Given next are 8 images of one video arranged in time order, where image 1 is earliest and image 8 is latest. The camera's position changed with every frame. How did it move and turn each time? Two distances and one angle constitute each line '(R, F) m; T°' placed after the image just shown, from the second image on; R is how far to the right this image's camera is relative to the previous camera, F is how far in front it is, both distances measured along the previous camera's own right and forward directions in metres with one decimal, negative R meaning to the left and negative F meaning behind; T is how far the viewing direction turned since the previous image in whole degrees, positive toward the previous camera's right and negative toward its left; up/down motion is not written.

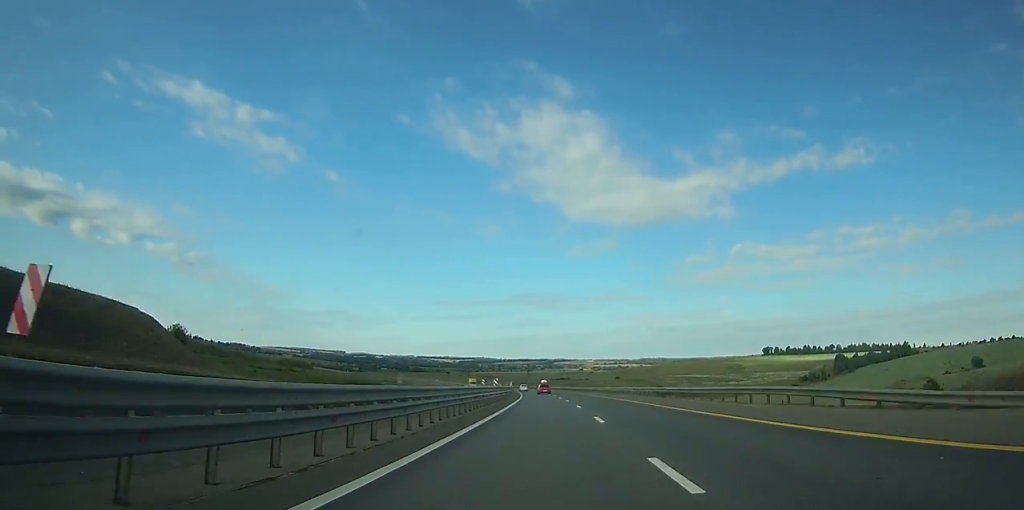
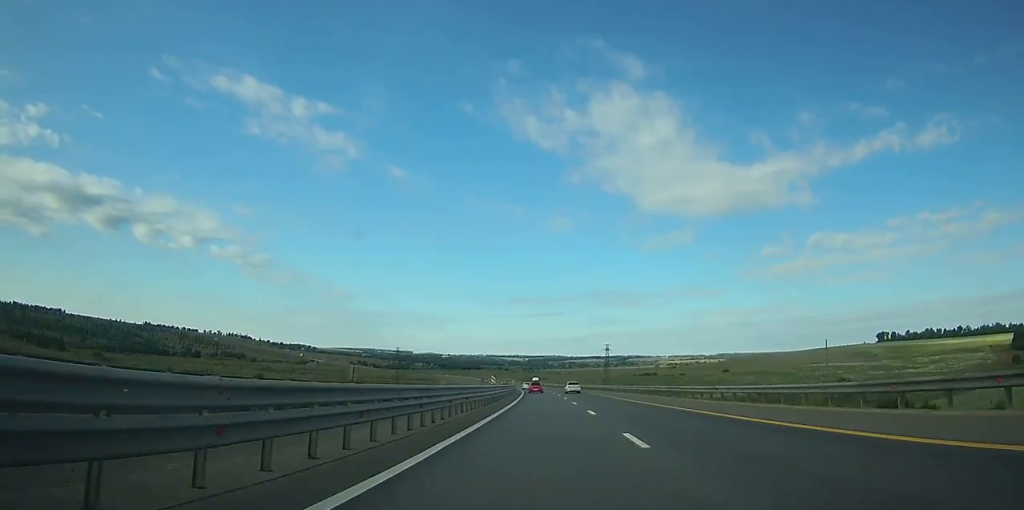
(-9.7, +155.6) m; -7°
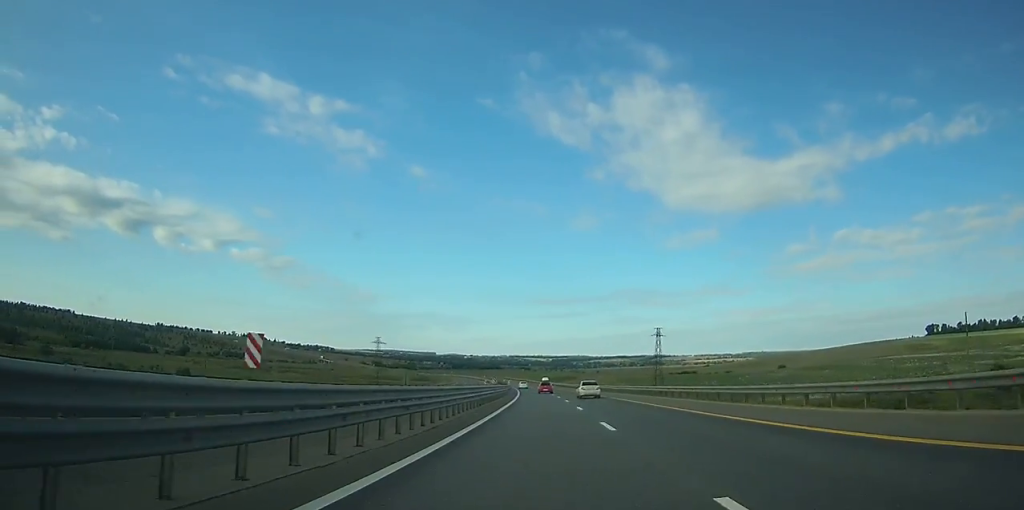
(-1.3, +63.0) m; -3°
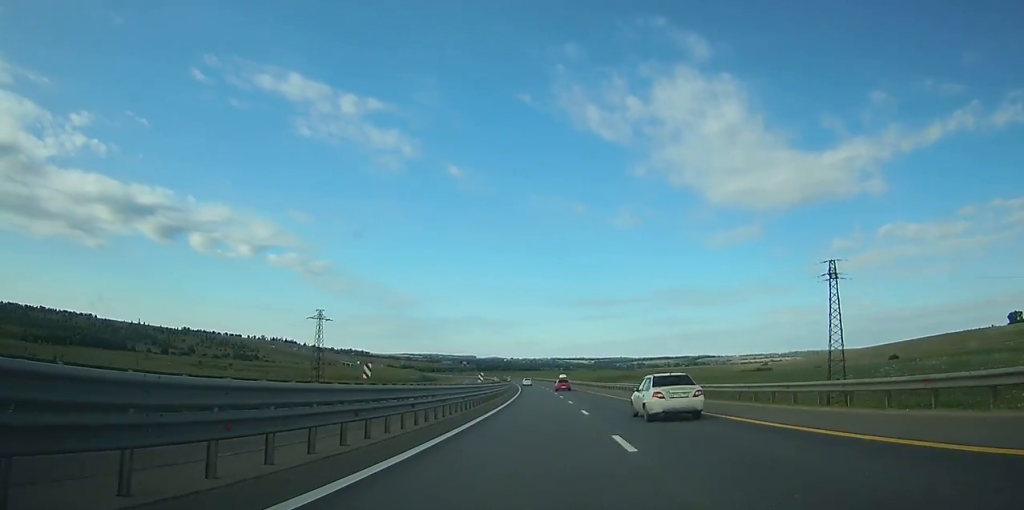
(-2.2, +81.8) m; -3°
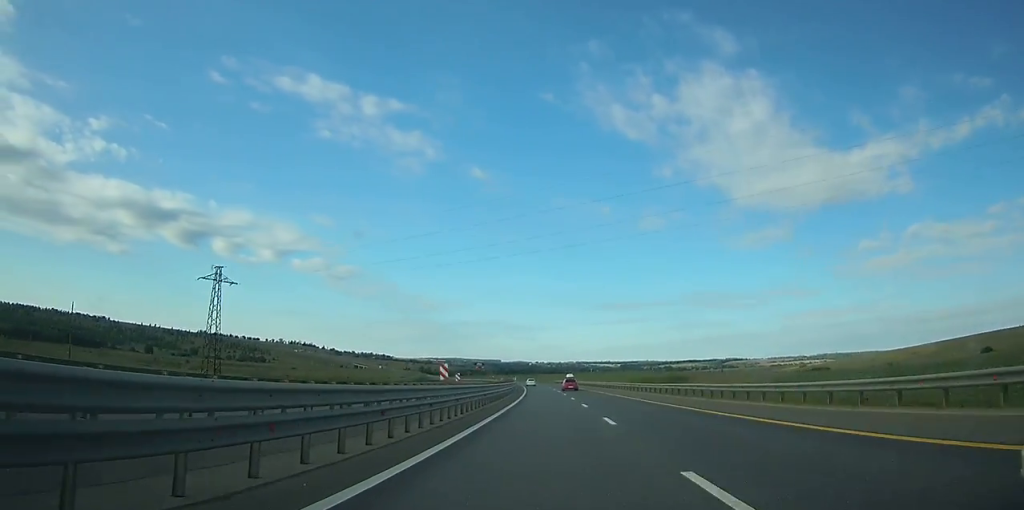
(-1.3, +53.2) m; -2°
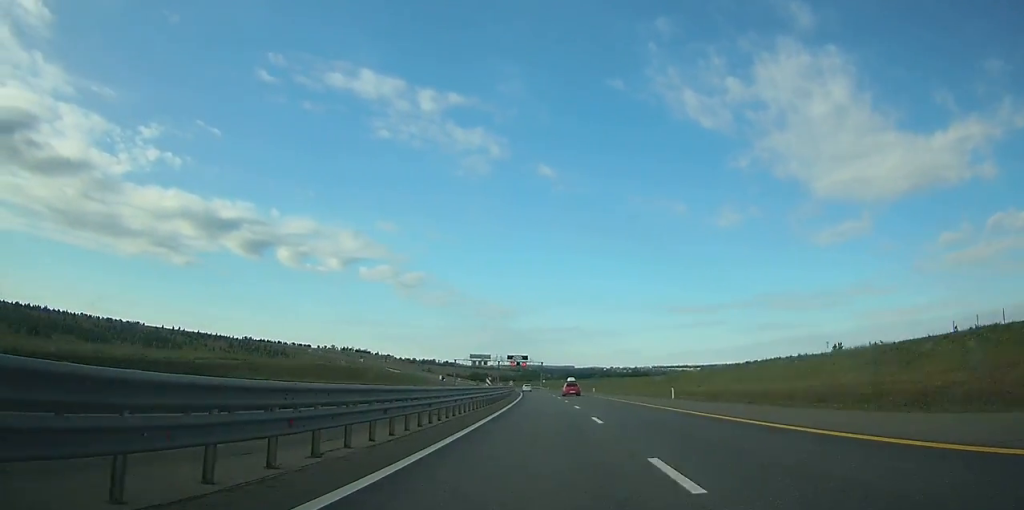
(-10.5, +178.9) m; -7°
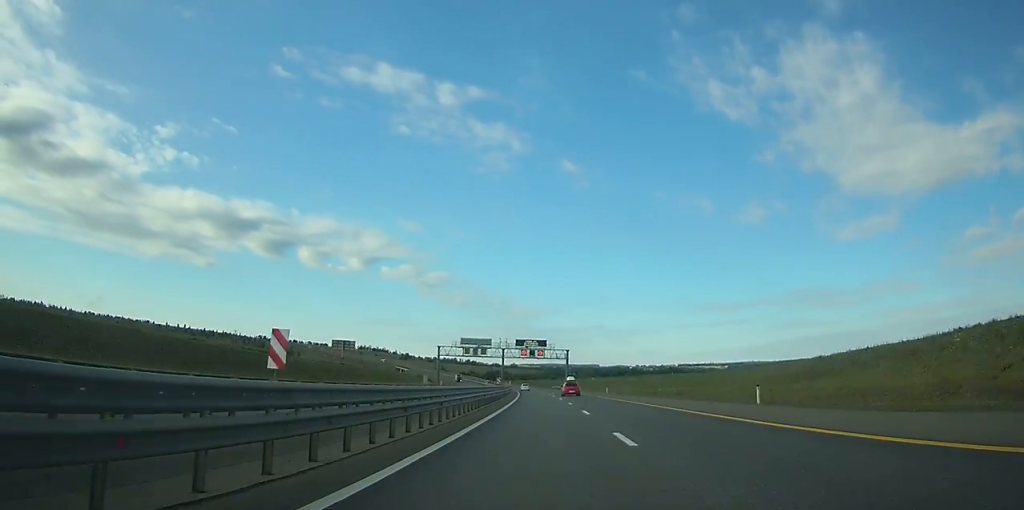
(-1.1, +69.0) m; -3°
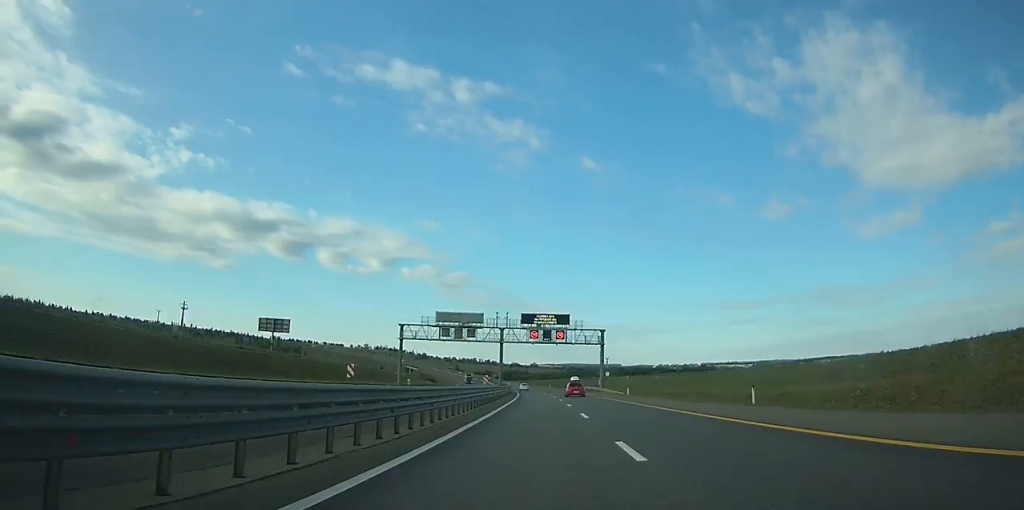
(-1.7, +53.3) m; -2°
